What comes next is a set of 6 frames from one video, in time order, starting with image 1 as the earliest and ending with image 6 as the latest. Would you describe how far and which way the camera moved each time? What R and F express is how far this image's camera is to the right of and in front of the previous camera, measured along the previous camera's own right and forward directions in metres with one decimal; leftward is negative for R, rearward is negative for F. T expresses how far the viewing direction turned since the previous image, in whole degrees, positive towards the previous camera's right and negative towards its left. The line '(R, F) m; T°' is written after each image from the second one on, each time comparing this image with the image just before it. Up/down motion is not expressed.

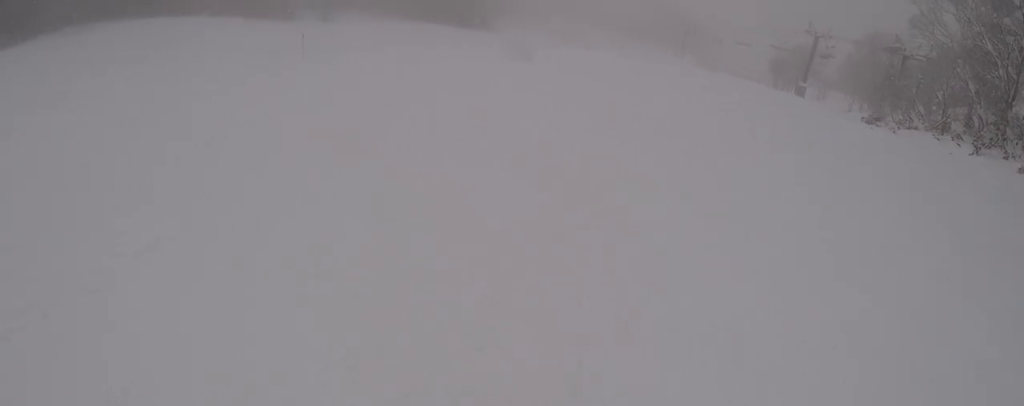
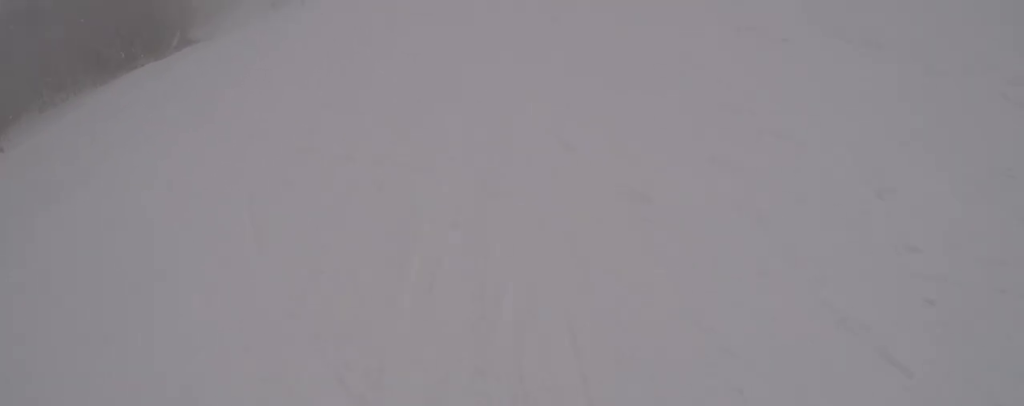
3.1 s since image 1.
(+6.4, +21.6) m; +46°
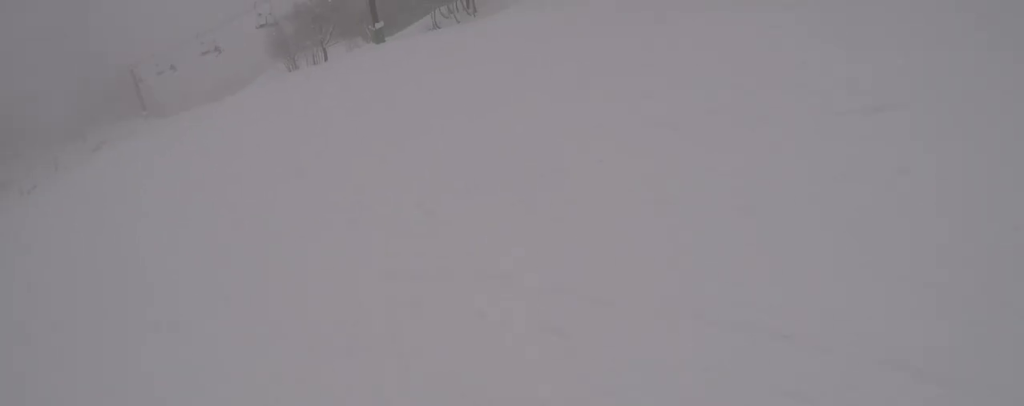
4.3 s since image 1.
(+2.4, +8.5) m; +23°
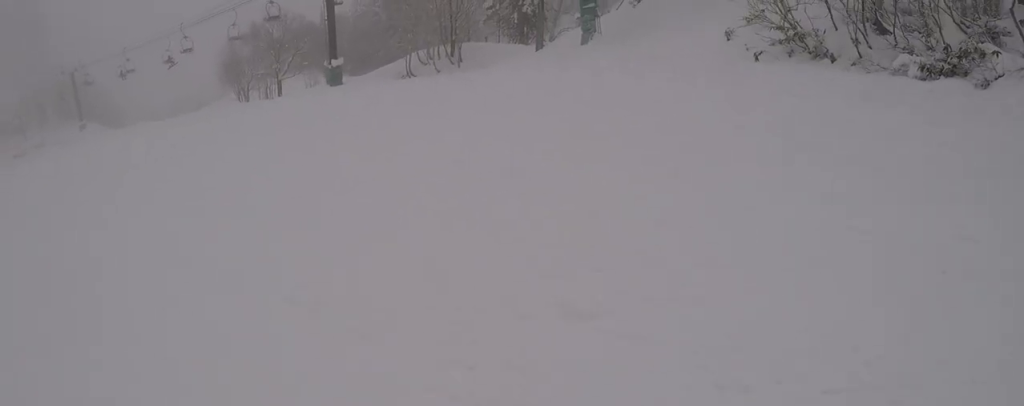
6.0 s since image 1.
(+0.1, +12.3) m; -6°
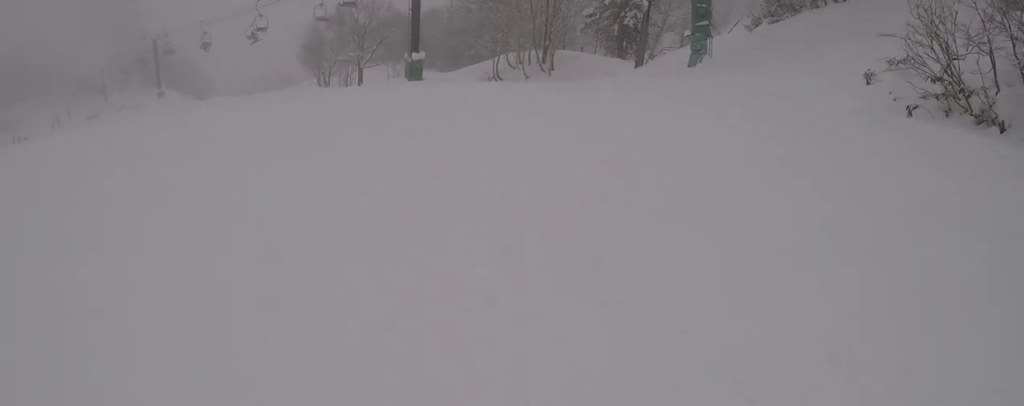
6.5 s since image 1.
(-0.1, +3.4) m; -9°
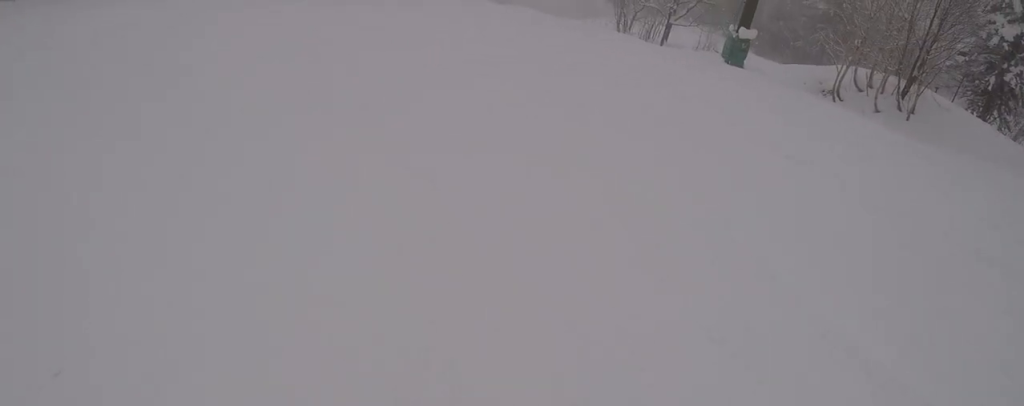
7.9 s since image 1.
(-2.8, +8.6) m; -38°
